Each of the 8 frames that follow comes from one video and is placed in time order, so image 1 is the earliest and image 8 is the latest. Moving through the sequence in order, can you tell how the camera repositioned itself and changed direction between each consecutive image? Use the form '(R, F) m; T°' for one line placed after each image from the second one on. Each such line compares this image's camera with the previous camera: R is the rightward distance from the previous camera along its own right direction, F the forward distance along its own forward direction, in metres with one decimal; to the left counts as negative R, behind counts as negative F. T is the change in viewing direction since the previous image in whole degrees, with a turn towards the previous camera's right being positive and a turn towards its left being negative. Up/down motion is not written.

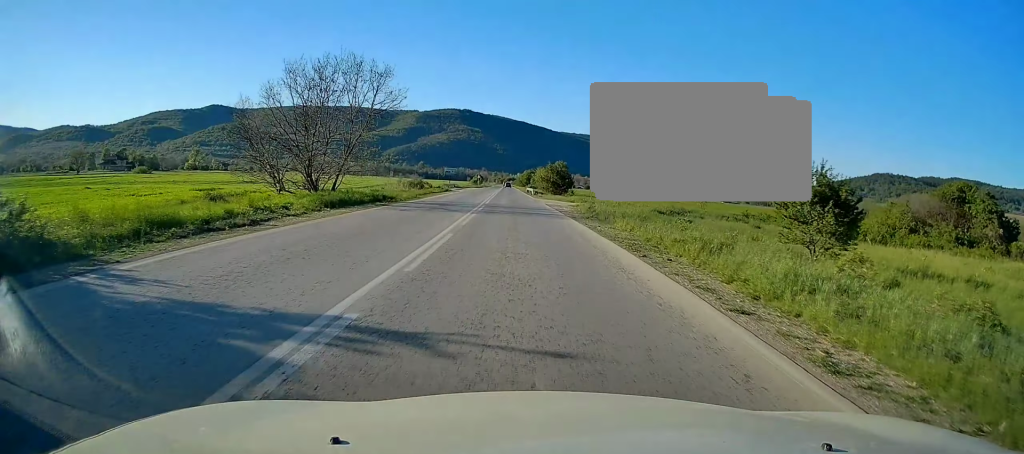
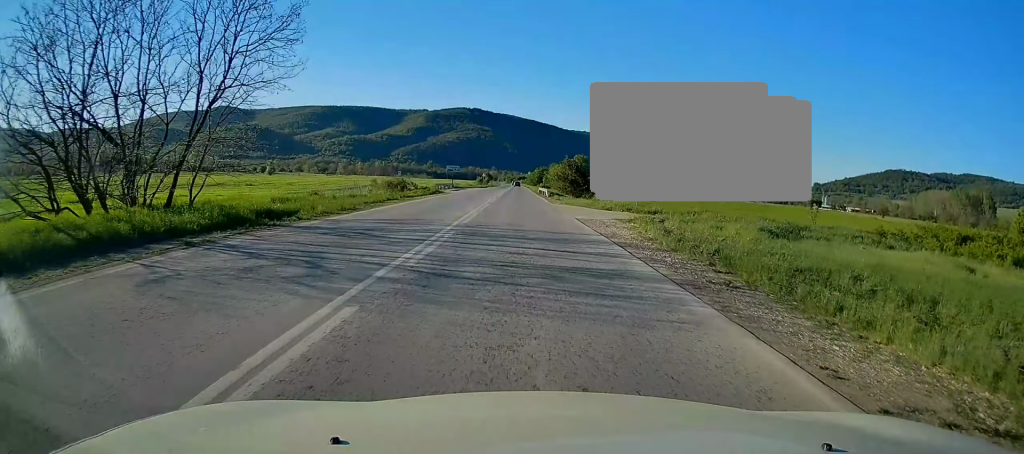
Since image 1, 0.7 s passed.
(-0.3, +17.6) m; -1°
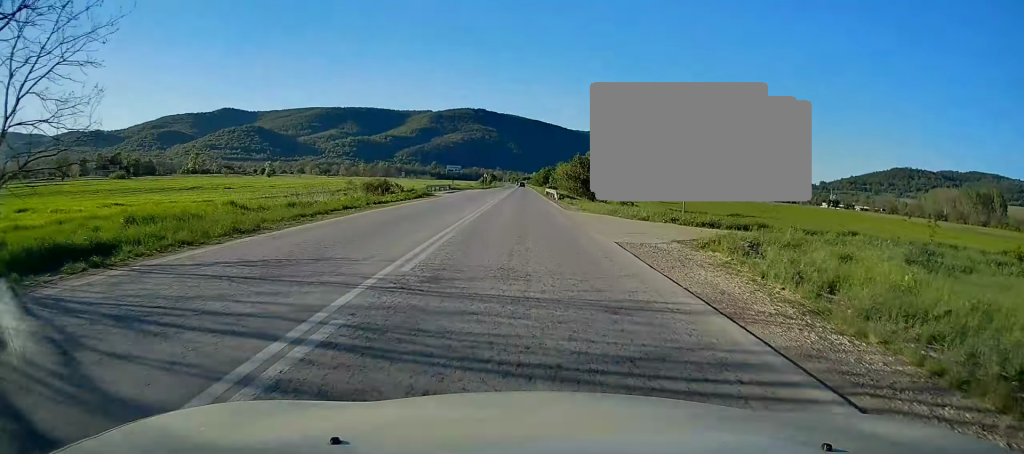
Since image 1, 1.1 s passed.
(0.0, +9.6) m; 0°
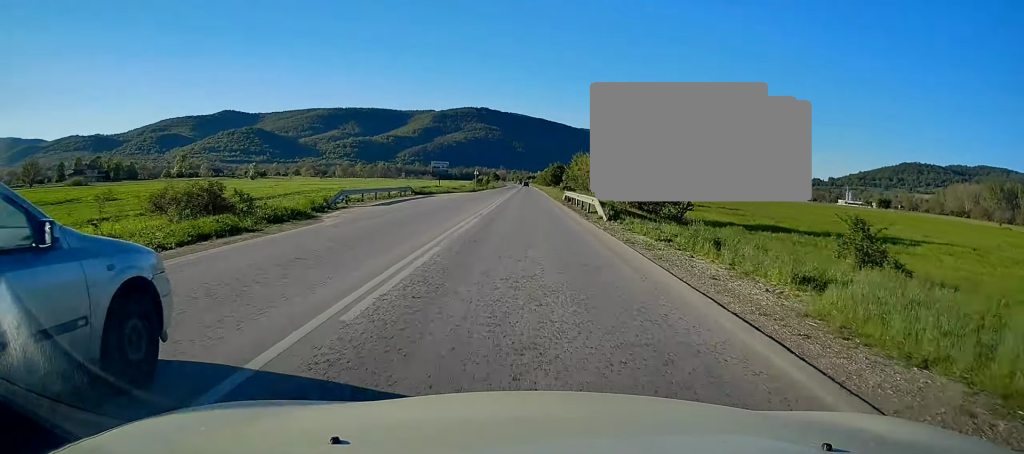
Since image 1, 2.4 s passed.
(-0.2, +30.5) m; -1°
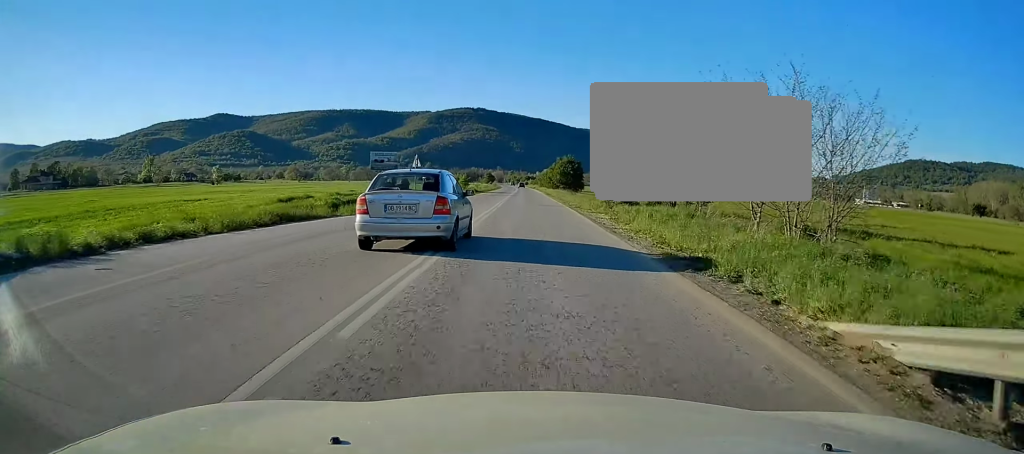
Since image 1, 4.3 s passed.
(-0.1, +45.5) m; 0°
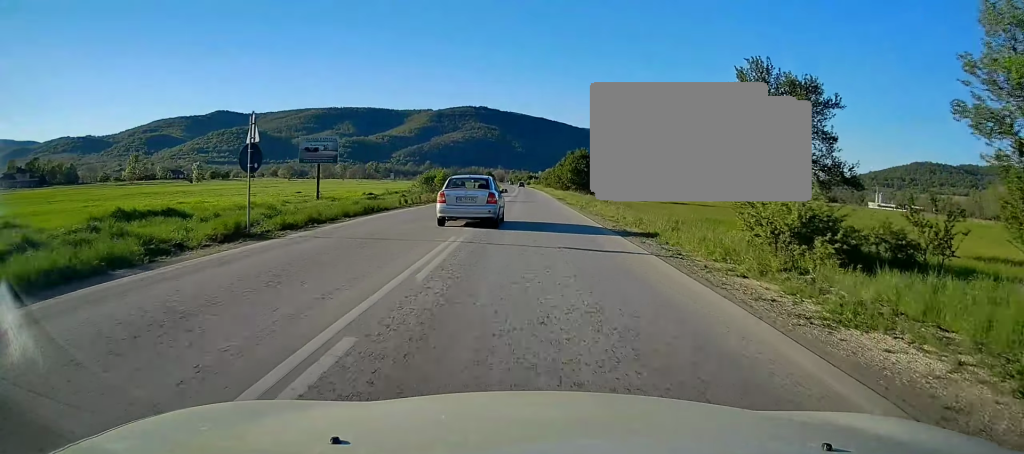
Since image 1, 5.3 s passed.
(0.0, +23.9) m; 0°
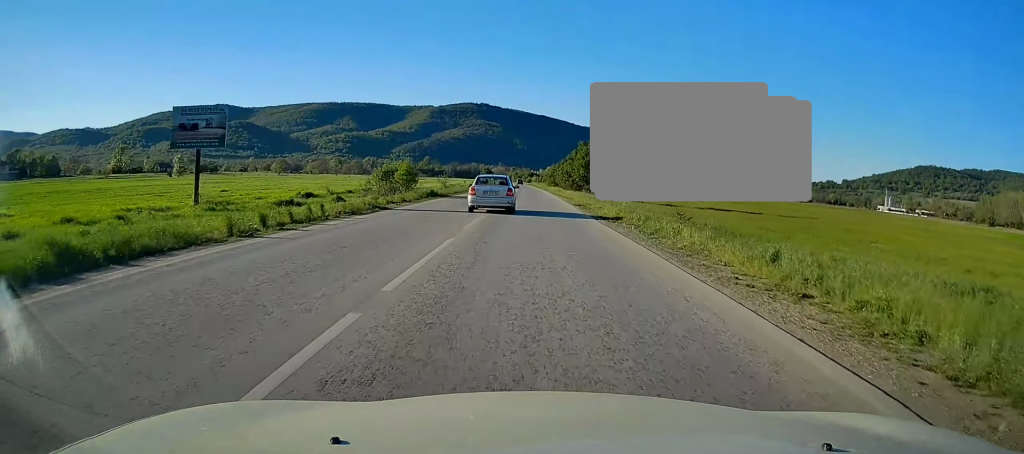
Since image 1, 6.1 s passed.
(0.0, +19.1) m; 0°
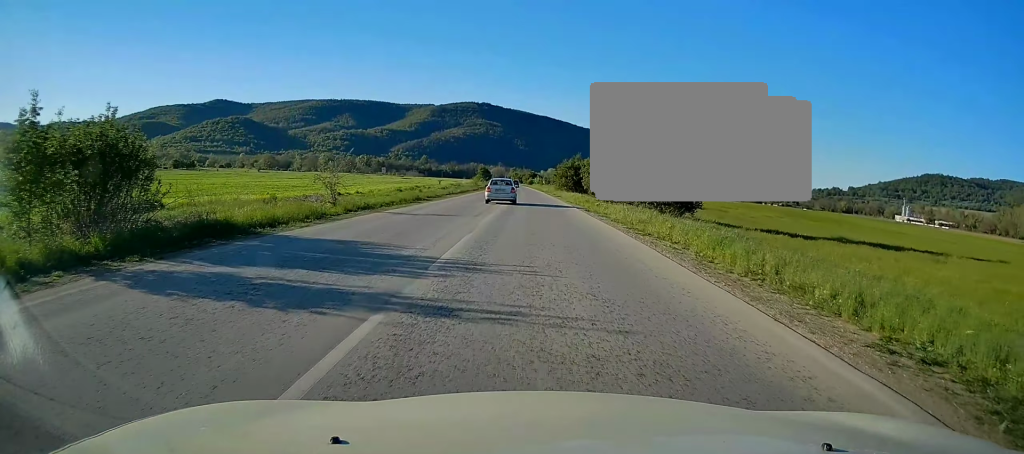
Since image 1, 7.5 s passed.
(+0.1, +34.1) m; 0°
